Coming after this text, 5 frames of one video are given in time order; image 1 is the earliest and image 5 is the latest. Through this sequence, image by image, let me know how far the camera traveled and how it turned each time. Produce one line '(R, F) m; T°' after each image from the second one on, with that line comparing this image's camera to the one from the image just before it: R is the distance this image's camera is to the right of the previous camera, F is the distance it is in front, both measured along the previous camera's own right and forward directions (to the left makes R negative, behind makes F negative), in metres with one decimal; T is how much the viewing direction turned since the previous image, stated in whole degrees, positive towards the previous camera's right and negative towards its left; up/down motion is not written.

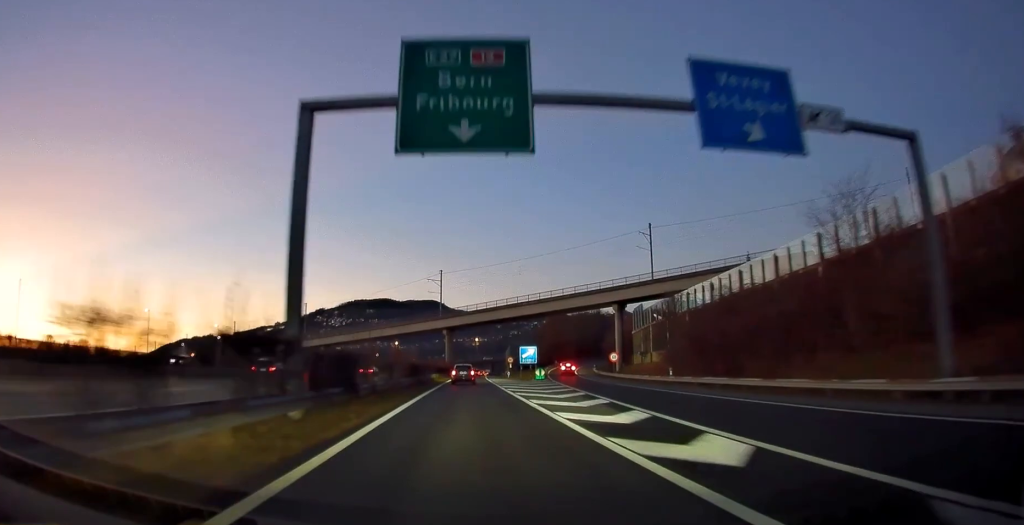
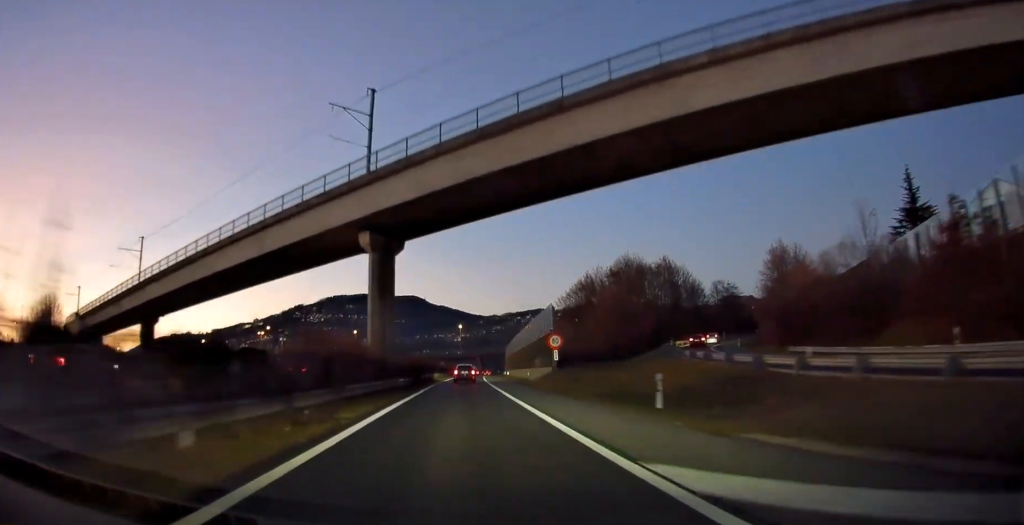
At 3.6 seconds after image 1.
(+0.8, +71.1) m; +2°
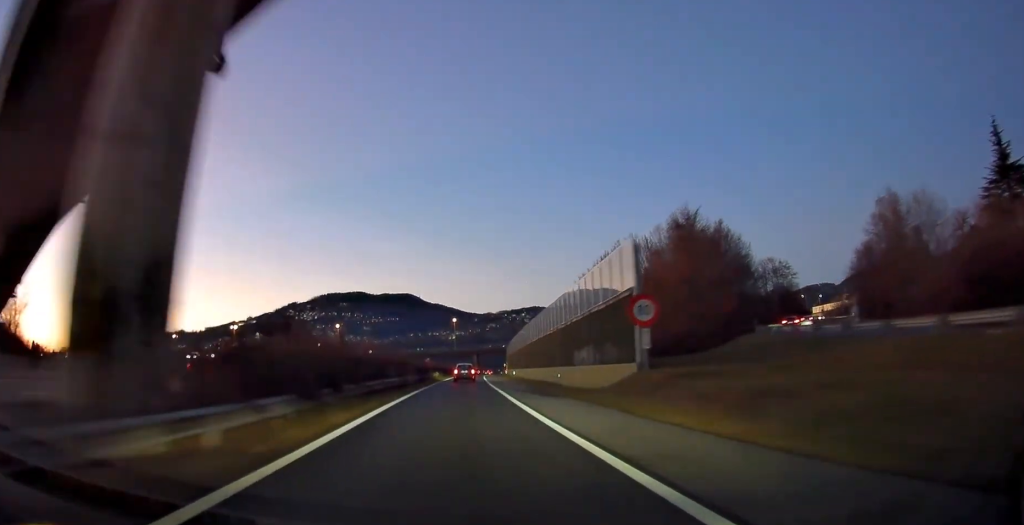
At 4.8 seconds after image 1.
(+0.3, +24.0) m; +1°
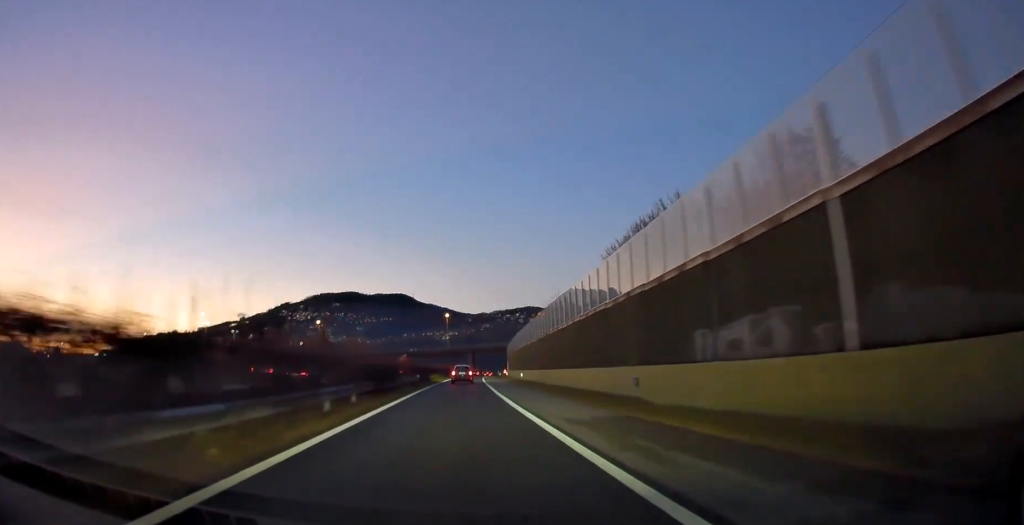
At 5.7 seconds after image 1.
(-0.1, +18.9) m; 0°
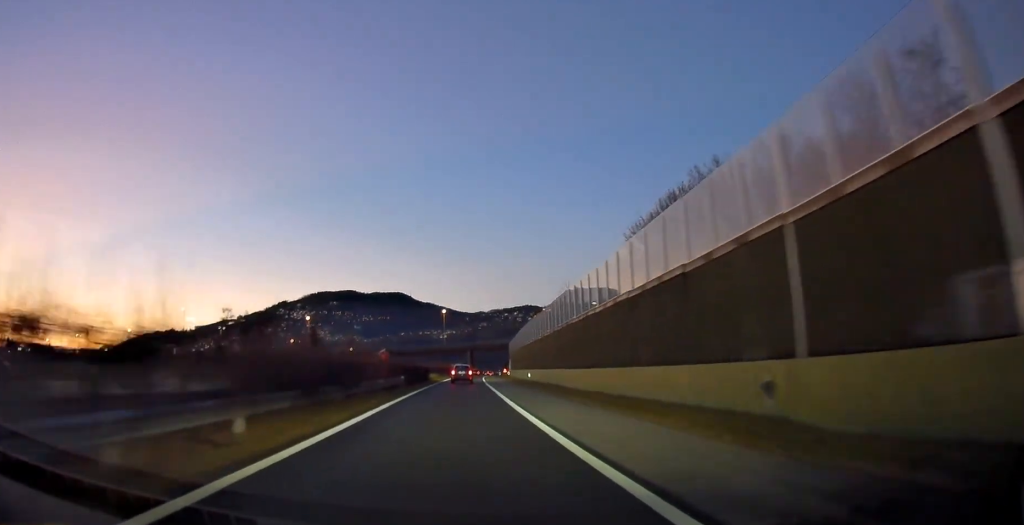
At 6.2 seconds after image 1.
(-0.2, +10.6) m; 0°
